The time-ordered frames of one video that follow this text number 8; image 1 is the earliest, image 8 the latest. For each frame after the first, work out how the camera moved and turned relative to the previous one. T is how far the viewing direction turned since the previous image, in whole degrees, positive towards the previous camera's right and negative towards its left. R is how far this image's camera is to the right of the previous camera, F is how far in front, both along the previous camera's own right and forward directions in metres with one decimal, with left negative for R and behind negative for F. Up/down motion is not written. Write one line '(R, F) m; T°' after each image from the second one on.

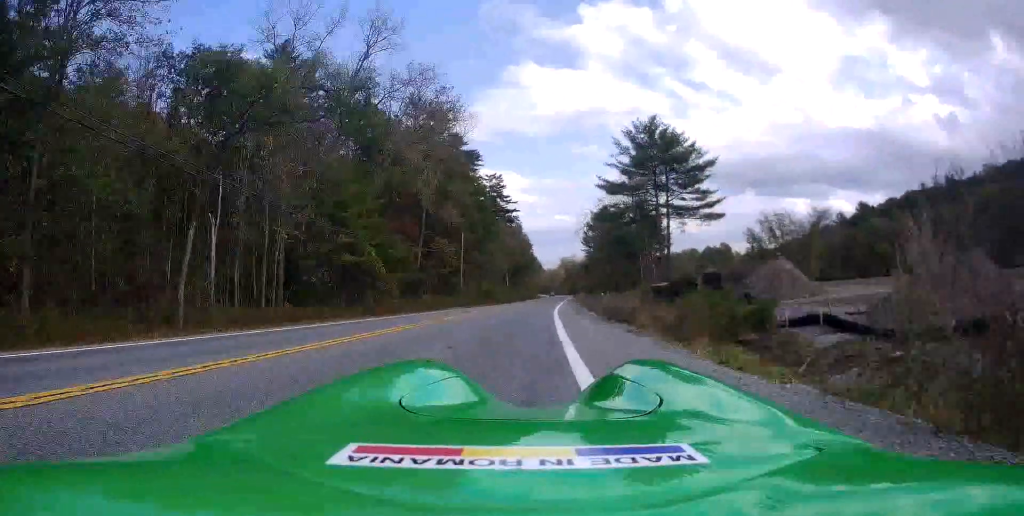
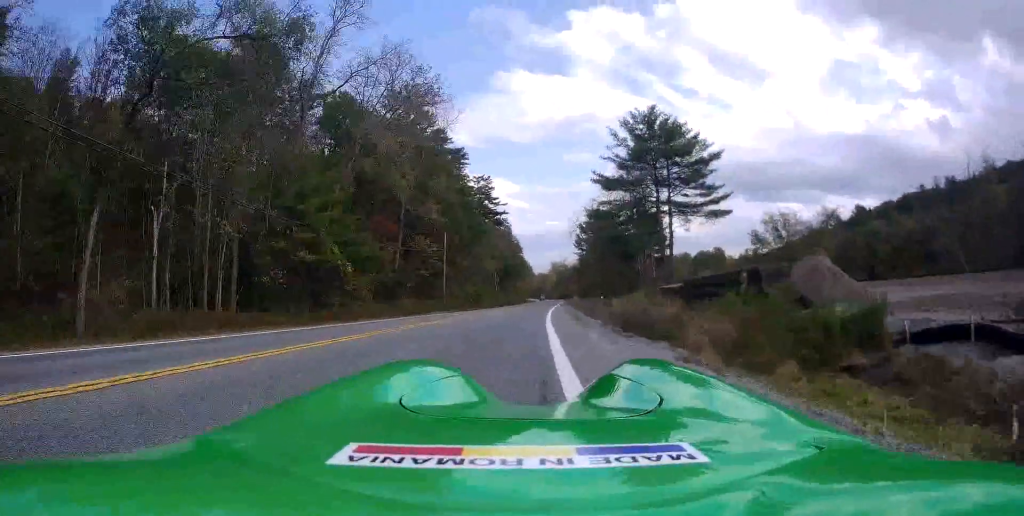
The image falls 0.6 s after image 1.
(0.0, +6.6) m; 0°
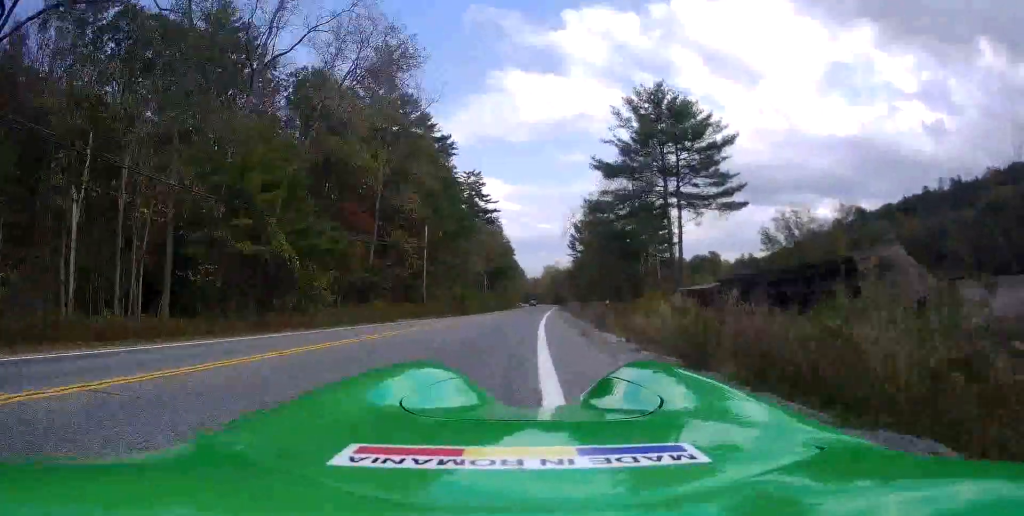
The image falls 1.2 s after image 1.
(0.0, +7.6) m; 0°
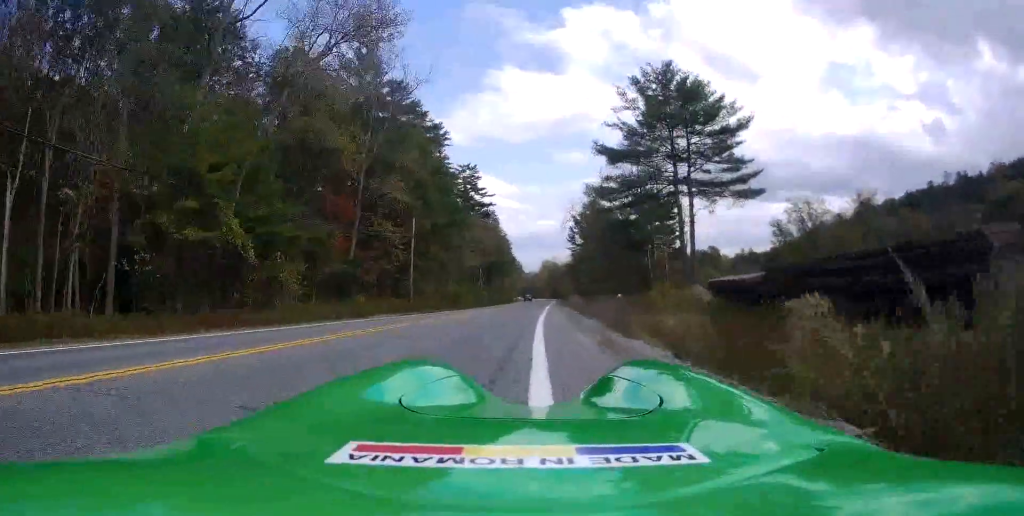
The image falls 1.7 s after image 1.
(0.0, +5.1) m; 0°
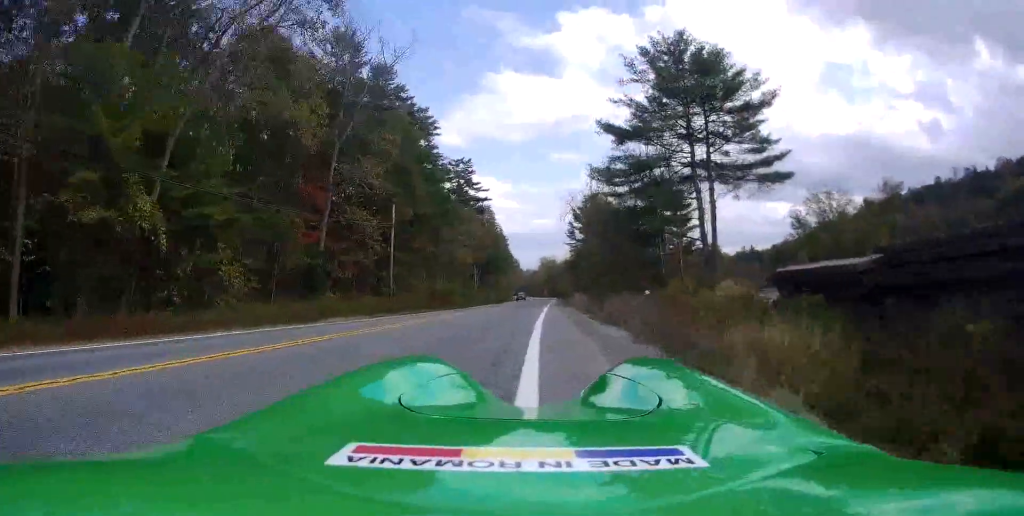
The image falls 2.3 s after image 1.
(0.0, +6.9) m; 0°
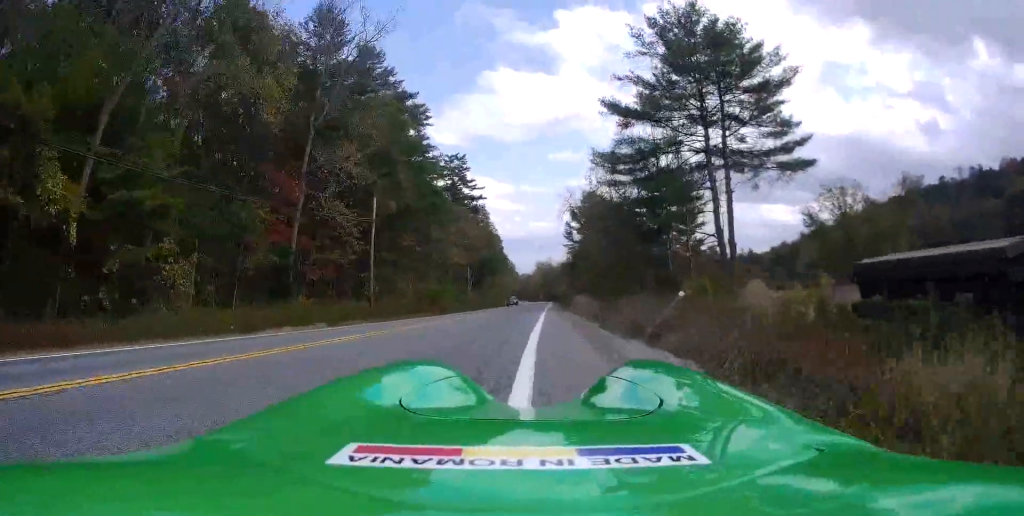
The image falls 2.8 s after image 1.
(0.0, +4.9) m; 0°
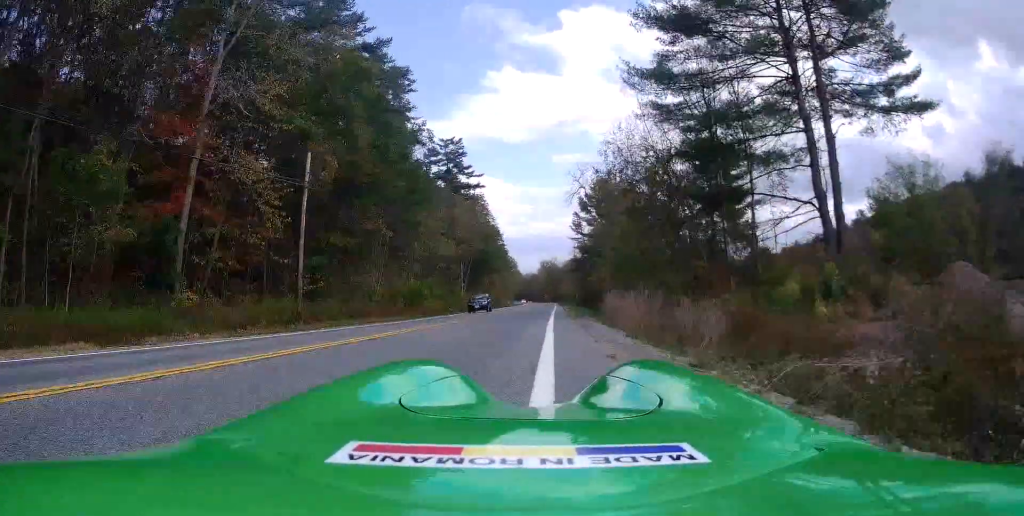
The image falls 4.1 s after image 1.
(0.0, +13.1) m; +4°
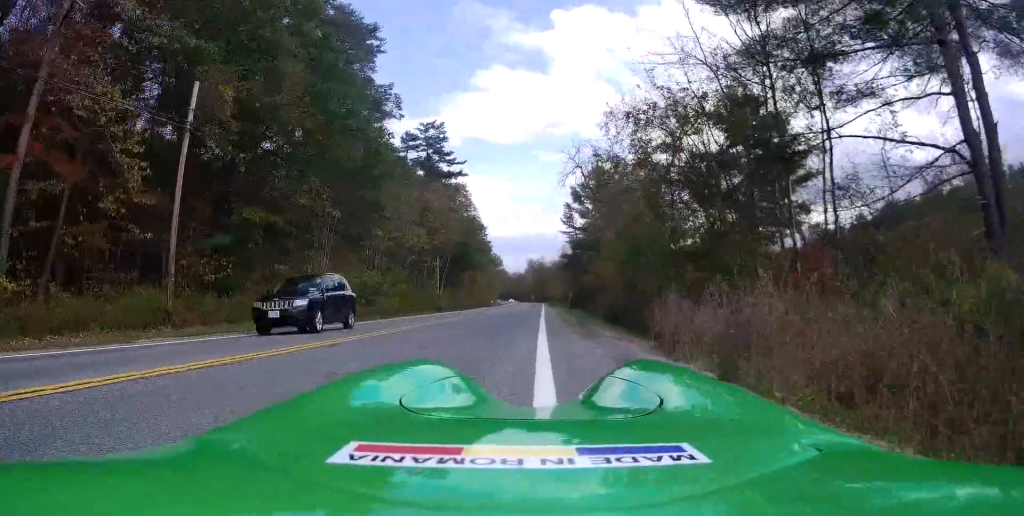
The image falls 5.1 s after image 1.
(+0.7, +9.5) m; +3°
